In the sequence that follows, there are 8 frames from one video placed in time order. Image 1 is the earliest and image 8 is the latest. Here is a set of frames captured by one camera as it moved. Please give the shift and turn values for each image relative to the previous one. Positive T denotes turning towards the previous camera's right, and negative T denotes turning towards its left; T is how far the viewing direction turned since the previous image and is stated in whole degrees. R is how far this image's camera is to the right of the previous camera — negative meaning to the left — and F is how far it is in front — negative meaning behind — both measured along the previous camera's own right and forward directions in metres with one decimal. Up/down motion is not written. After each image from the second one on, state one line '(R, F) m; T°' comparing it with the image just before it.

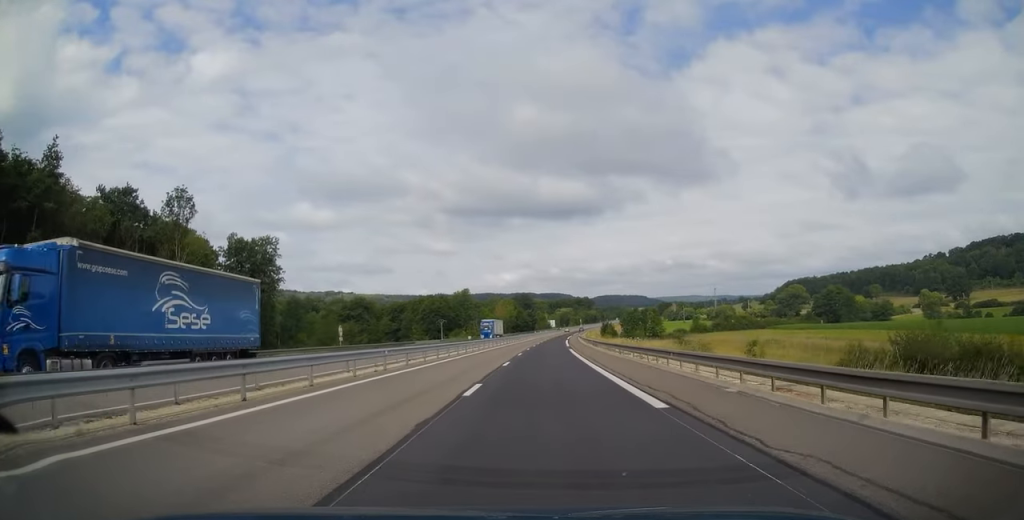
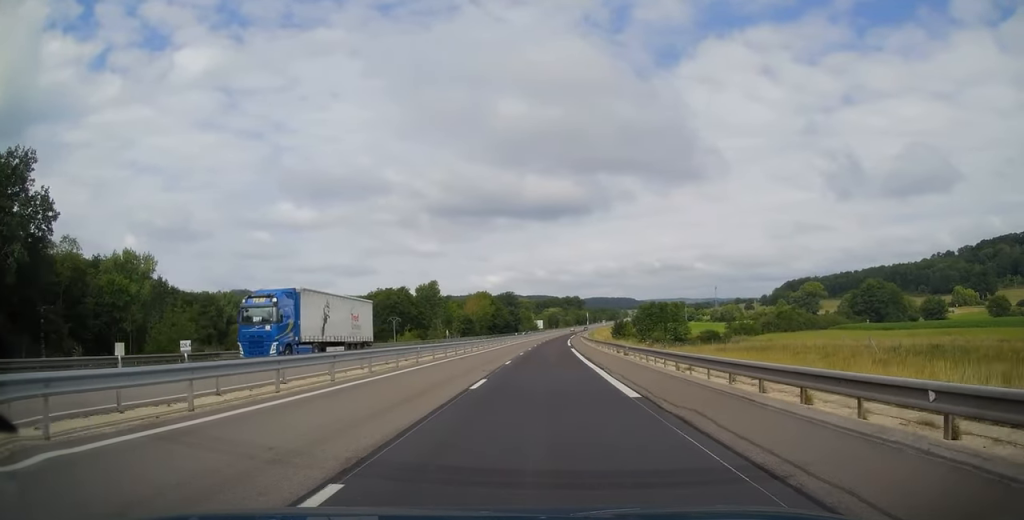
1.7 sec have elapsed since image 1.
(+0.2, +49.4) m; +2°
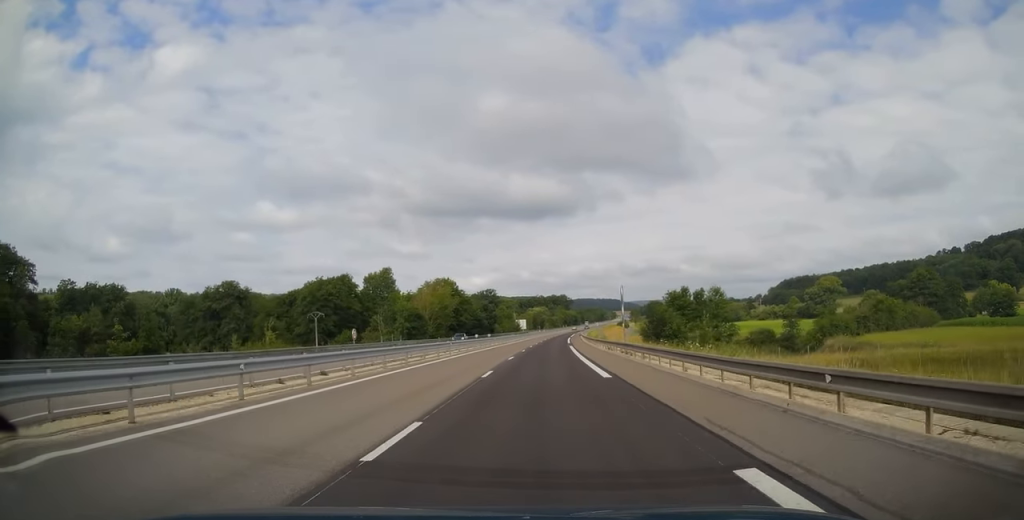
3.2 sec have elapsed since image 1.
(+0.7, +45.4) m; +1°
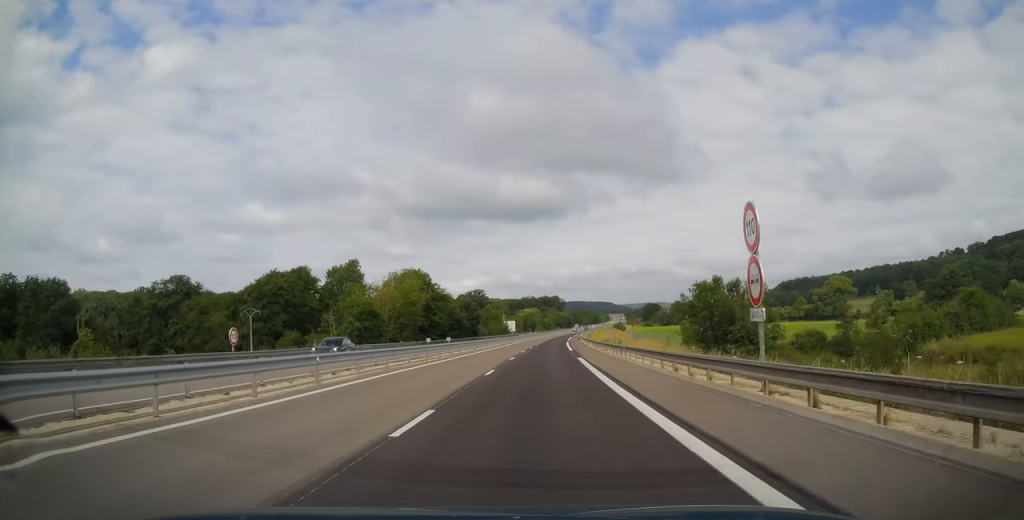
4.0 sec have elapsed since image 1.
(0.0, +22.9) m; +1°
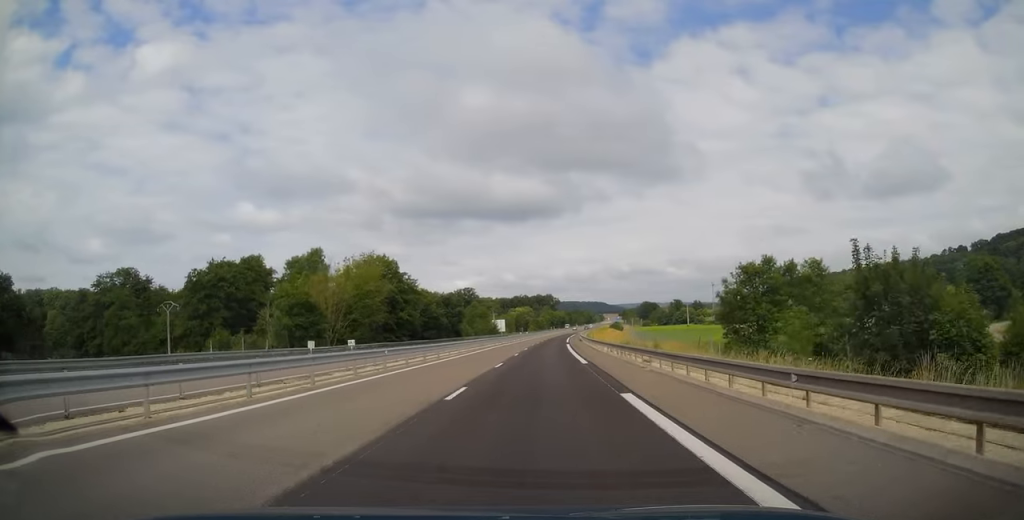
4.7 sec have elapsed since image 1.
(+0.1, +19.9) m; +1°
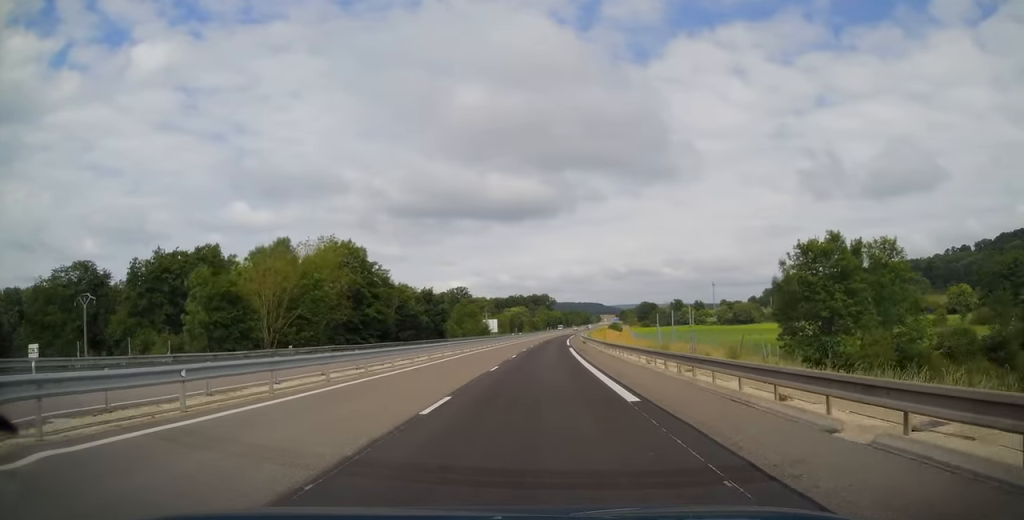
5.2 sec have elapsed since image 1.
(+0.2, +14.6) m; 0°
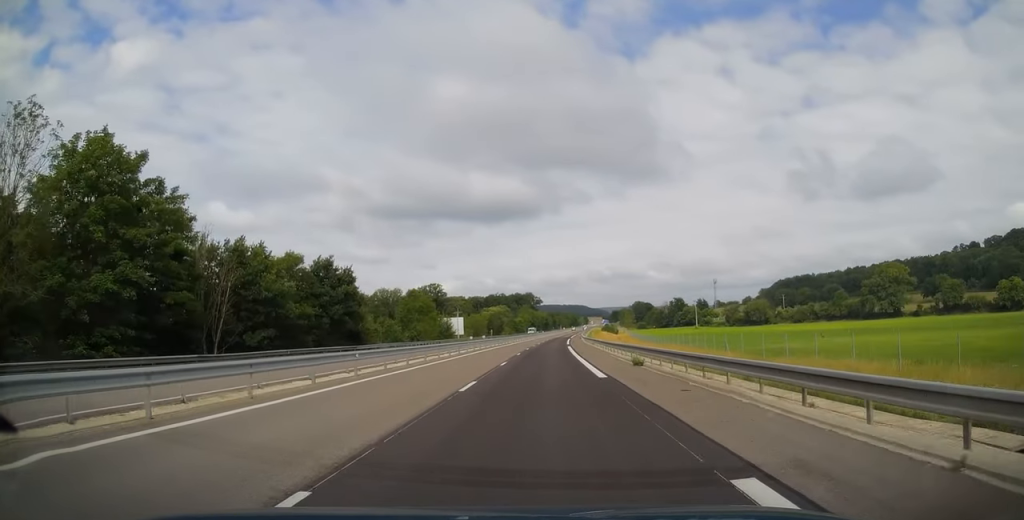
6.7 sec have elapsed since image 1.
(+0.5, +44.8) m; +1°
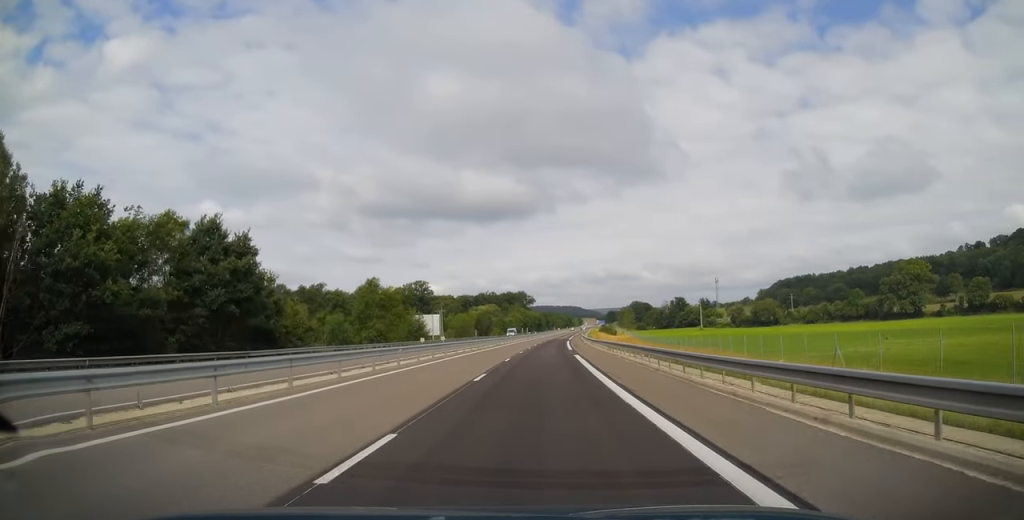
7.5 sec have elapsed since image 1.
(+0.3, +21.4) m; +1°
